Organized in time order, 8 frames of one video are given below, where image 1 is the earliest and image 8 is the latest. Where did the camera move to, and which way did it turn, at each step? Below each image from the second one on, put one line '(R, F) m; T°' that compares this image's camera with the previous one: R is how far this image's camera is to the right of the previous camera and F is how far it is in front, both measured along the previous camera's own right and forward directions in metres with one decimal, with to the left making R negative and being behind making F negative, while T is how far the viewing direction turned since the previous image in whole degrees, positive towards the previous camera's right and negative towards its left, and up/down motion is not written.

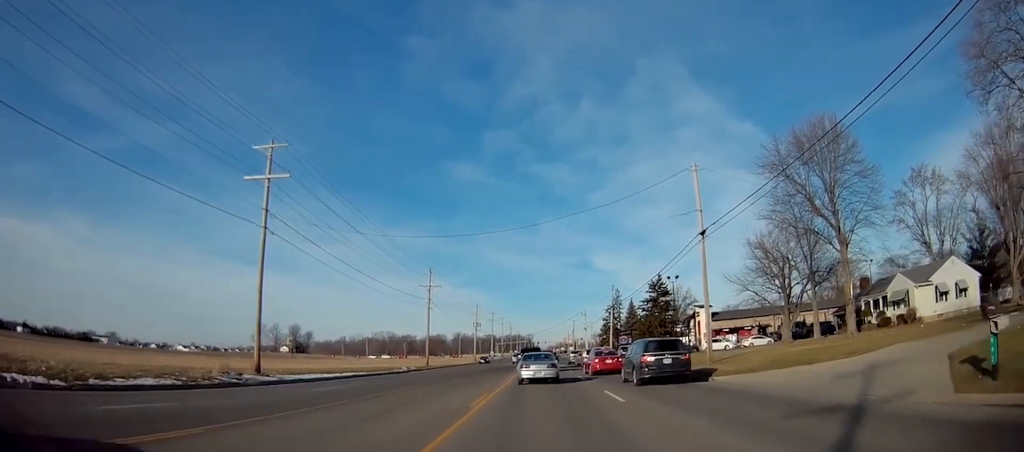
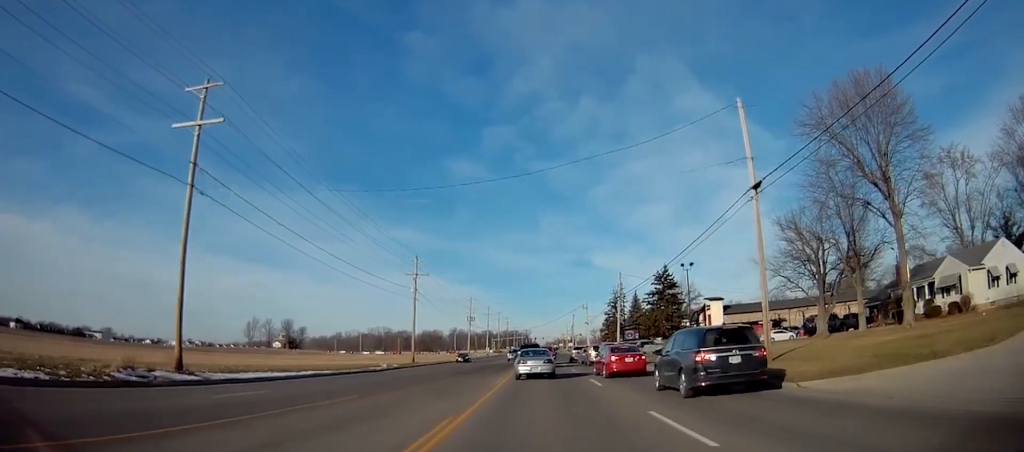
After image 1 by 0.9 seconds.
(0.0, +7.1) m; 0°
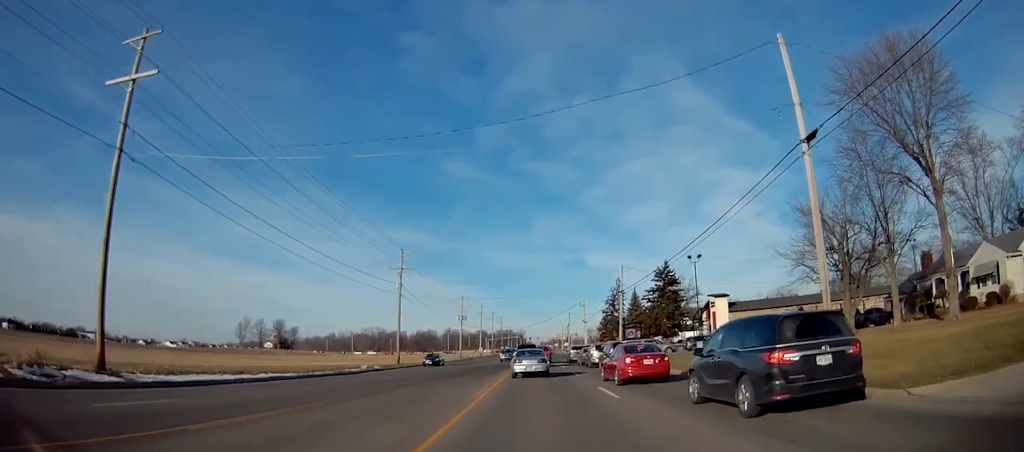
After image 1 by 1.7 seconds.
(0.0, +4.8) m; 0°
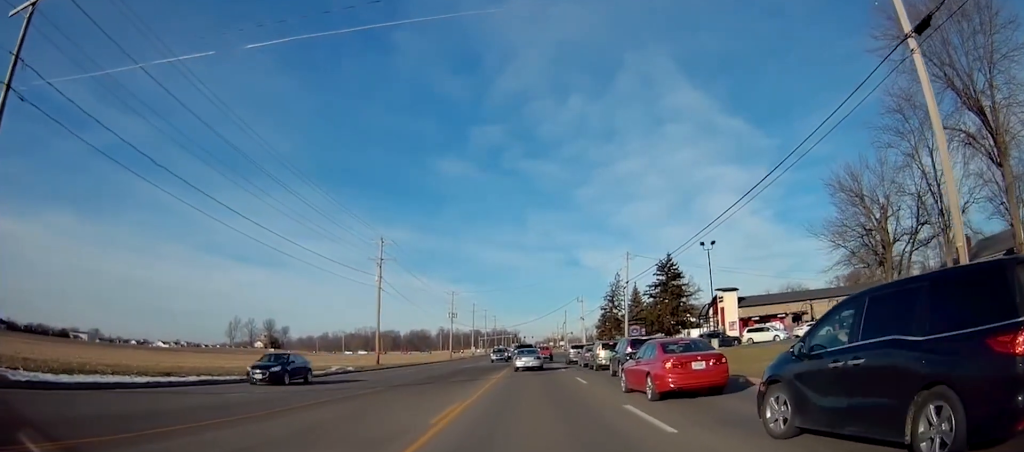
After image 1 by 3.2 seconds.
(0.0, +6.2) m; 0°
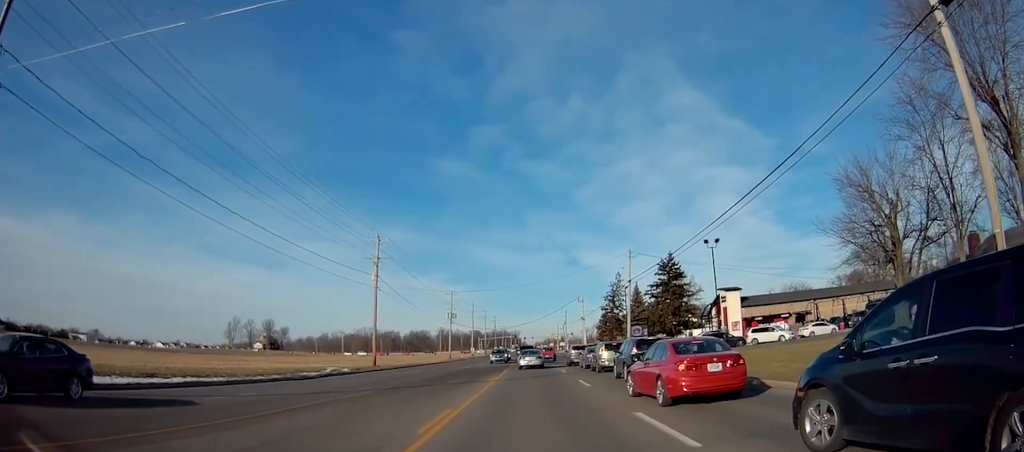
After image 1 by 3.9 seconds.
(0.0, +0.9) m; 0°
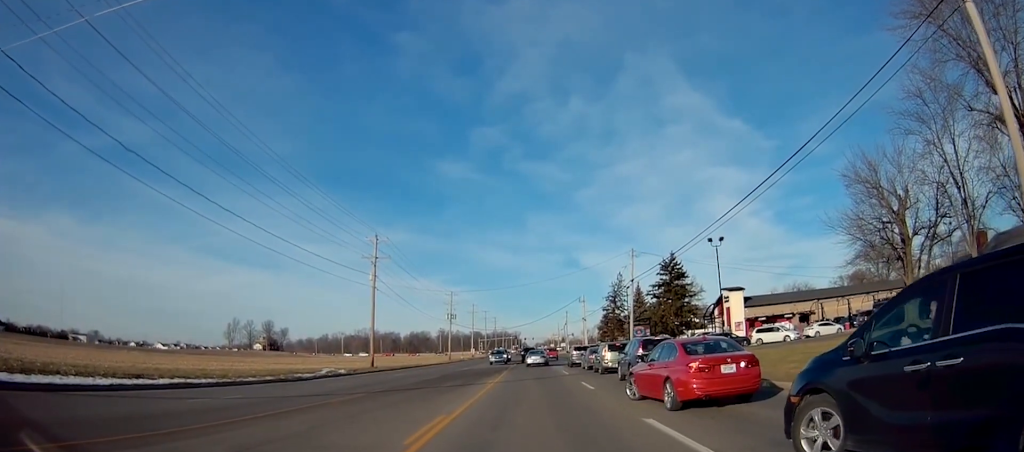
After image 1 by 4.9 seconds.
(0.0, +0.2) m; 0°
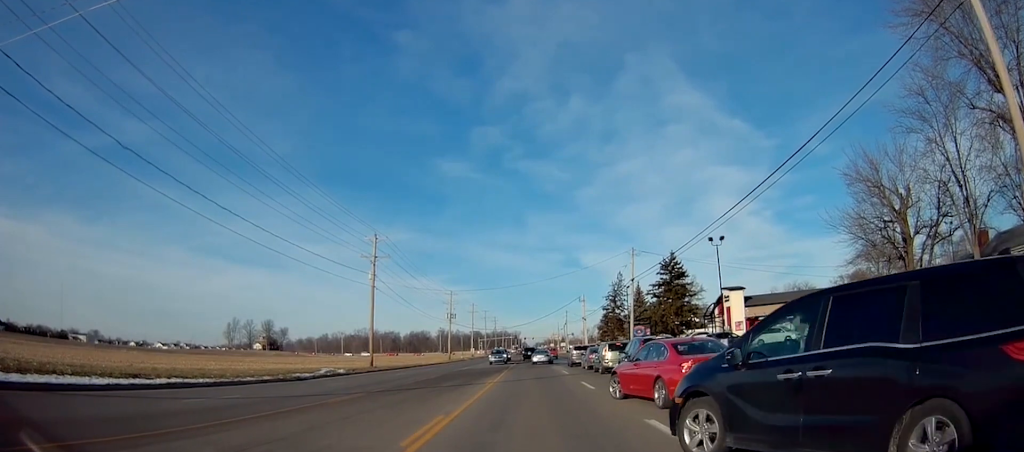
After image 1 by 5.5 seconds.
(0.0, 0.0) m; 0°
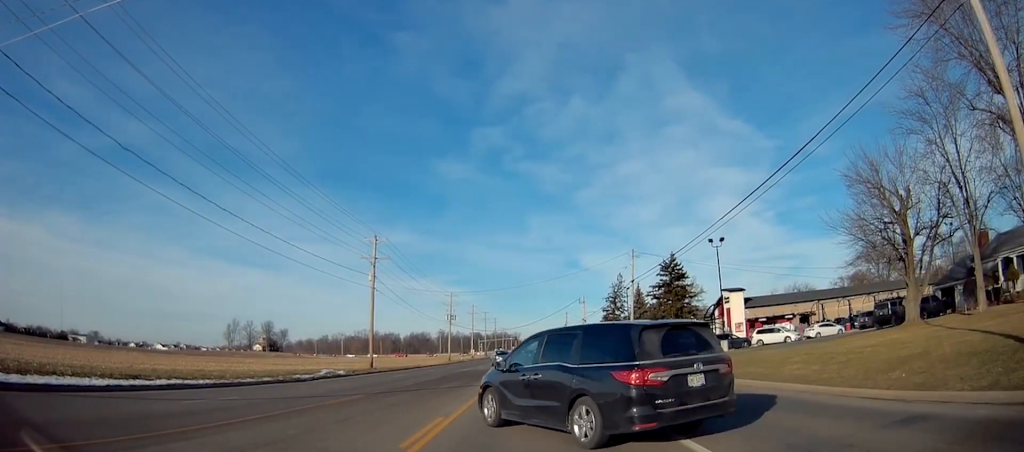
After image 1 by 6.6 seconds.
(0.0, +0.3) m; 0°
